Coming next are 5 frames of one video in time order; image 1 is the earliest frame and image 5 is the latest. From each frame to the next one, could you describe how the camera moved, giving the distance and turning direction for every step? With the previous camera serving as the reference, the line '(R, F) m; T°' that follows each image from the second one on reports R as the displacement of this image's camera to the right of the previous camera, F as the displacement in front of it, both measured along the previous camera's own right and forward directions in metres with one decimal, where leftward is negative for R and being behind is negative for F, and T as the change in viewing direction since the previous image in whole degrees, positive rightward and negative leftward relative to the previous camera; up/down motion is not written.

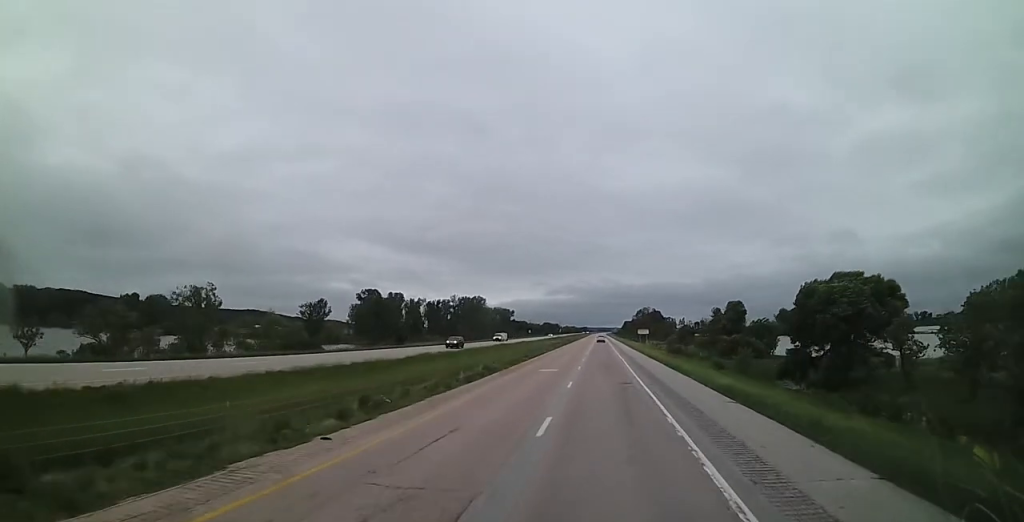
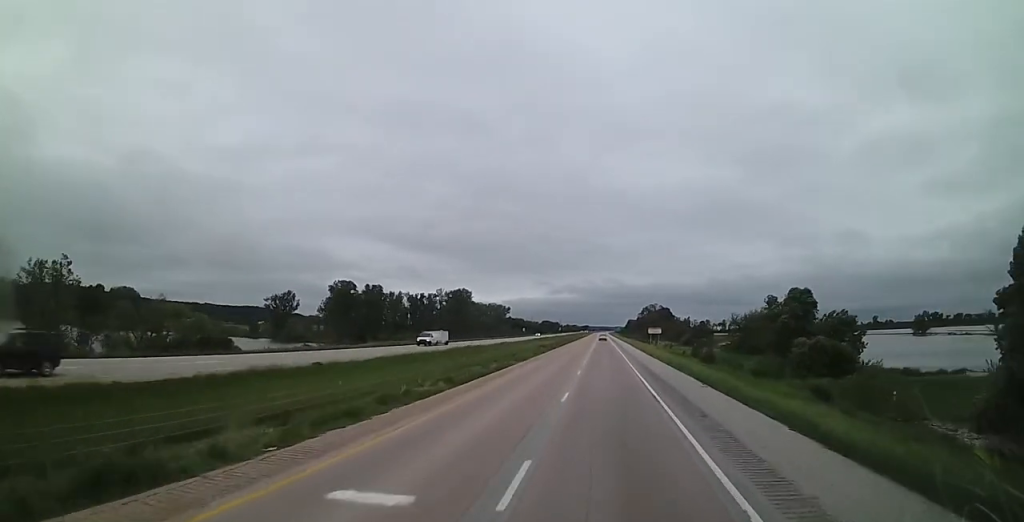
(+0.1, +30.4) m; 0°
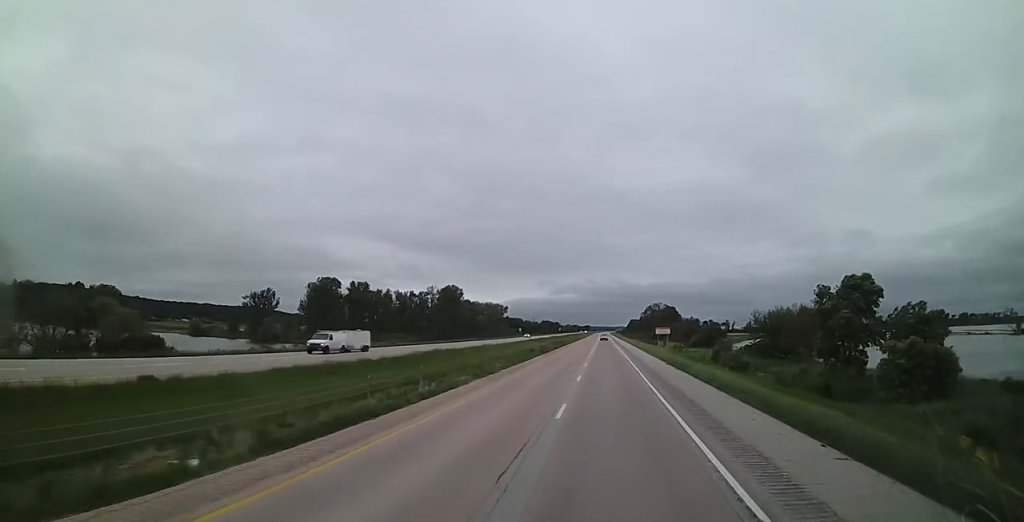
(0.0, +16.0) m; 0°
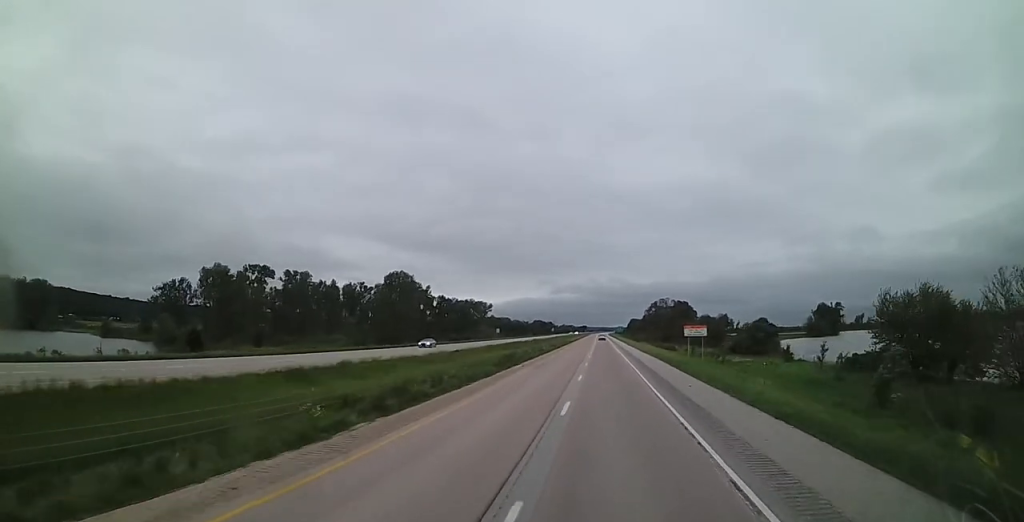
(+0.7, +47.9) m; +1°
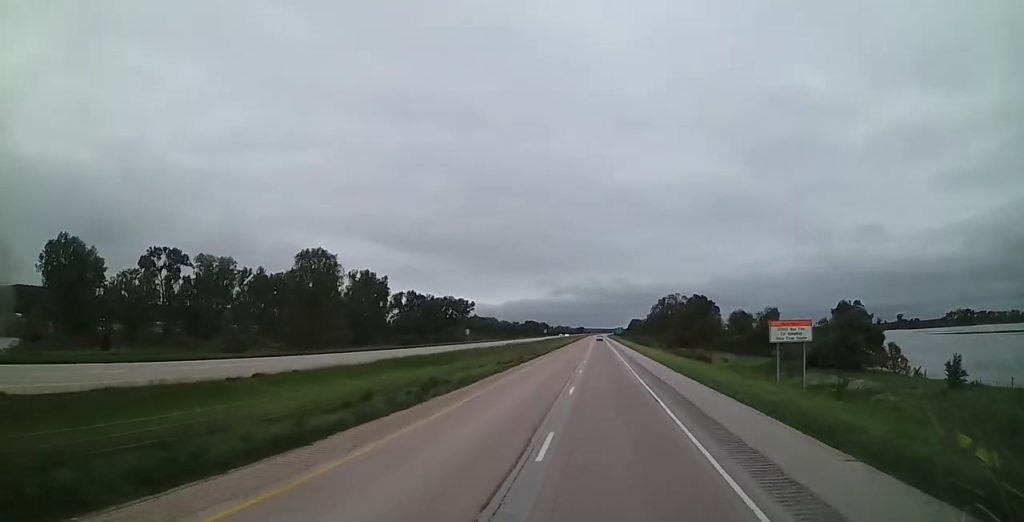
(-0.5, +42.8) m; -1°
